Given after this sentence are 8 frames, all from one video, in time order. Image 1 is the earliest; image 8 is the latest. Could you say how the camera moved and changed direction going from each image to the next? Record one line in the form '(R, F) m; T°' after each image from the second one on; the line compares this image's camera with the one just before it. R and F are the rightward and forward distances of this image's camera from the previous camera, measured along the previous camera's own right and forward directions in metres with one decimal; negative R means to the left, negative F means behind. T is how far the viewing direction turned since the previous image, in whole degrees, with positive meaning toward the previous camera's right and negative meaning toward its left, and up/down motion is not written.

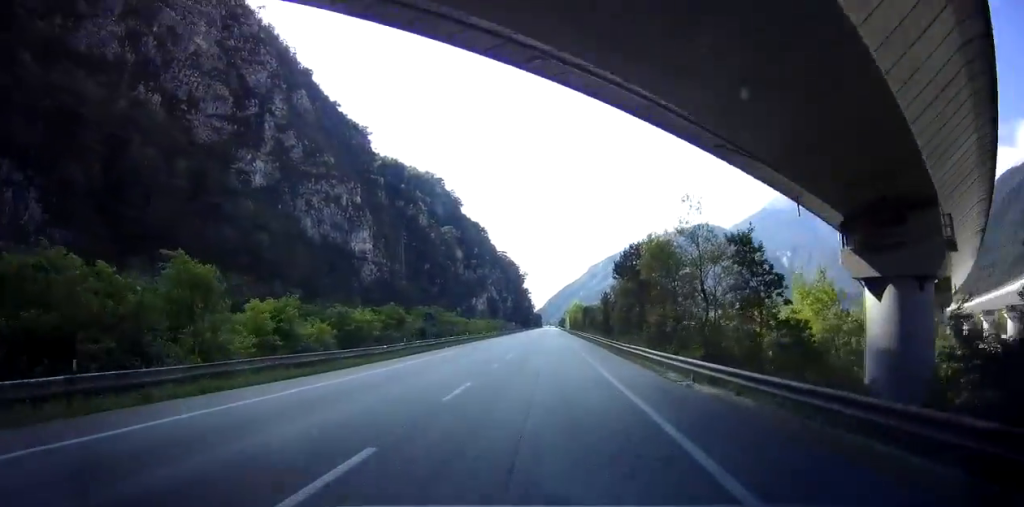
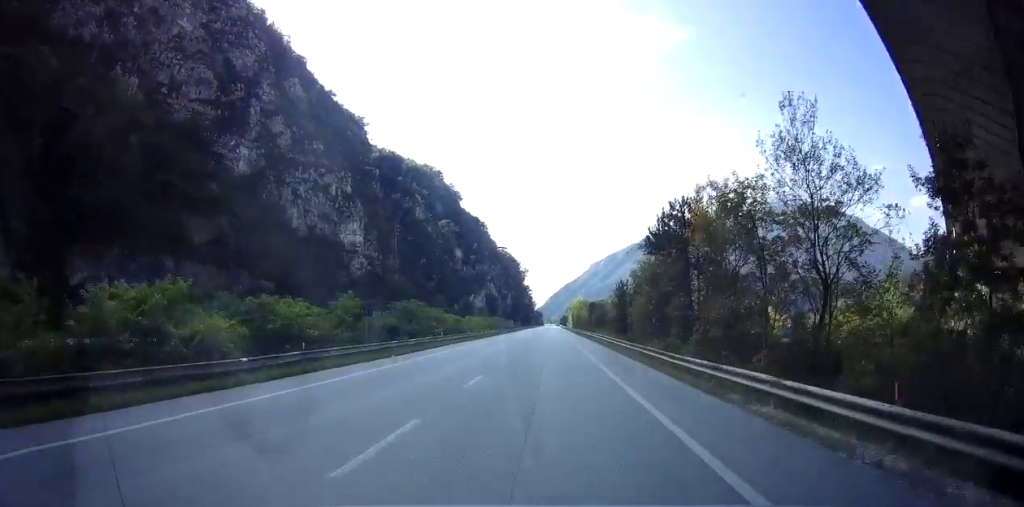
(+0.1, +12.7) m; 0°
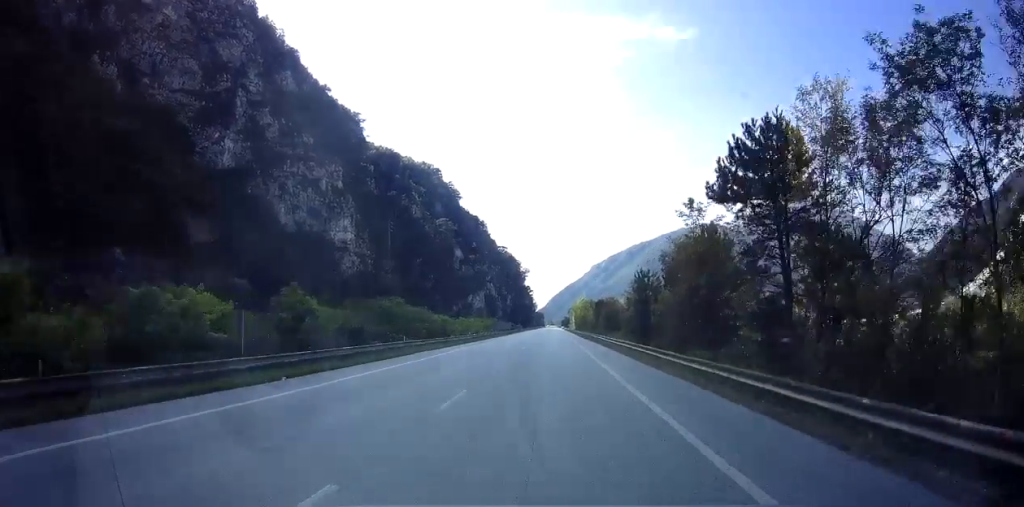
(+0.3, +10.5) m; 0°
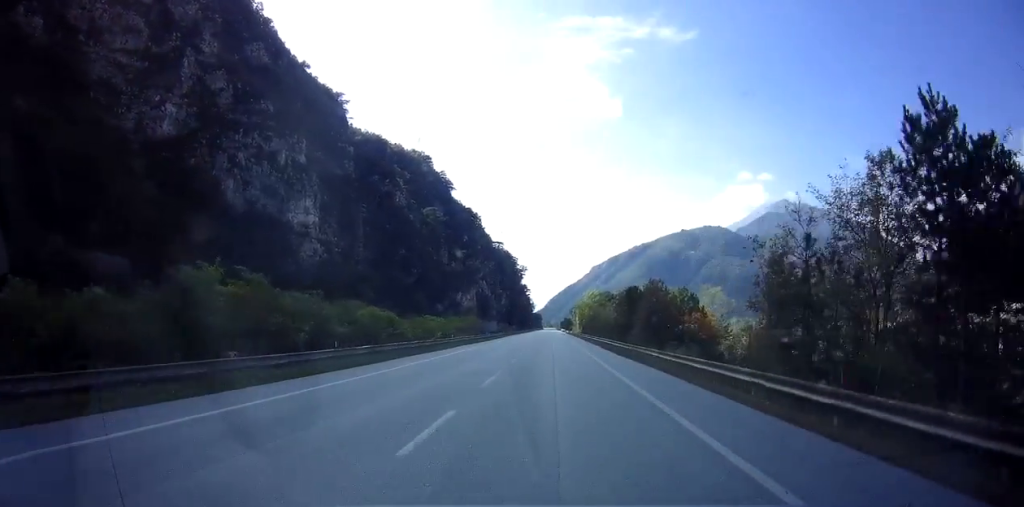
(-0.2, +32.1) m; 0°
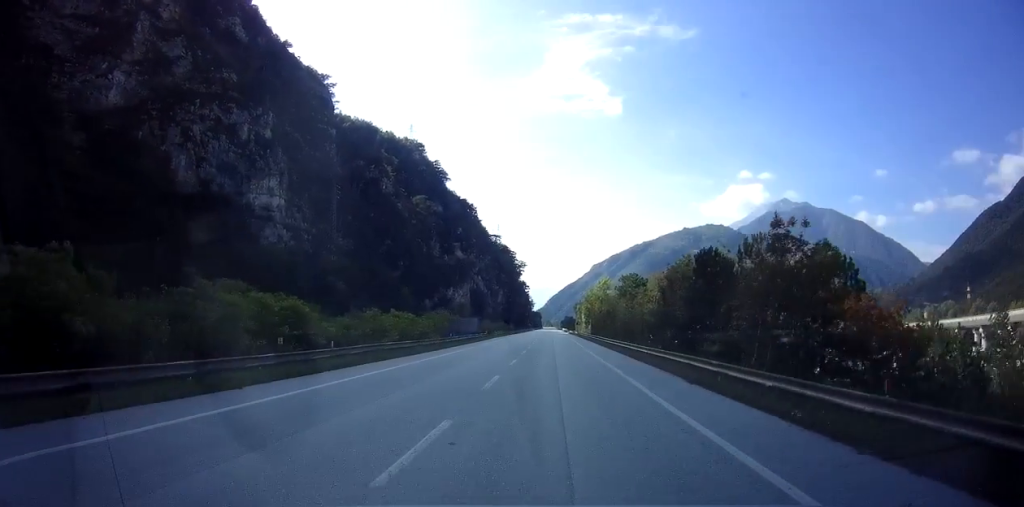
(+0.4, +24.0) m; +1°
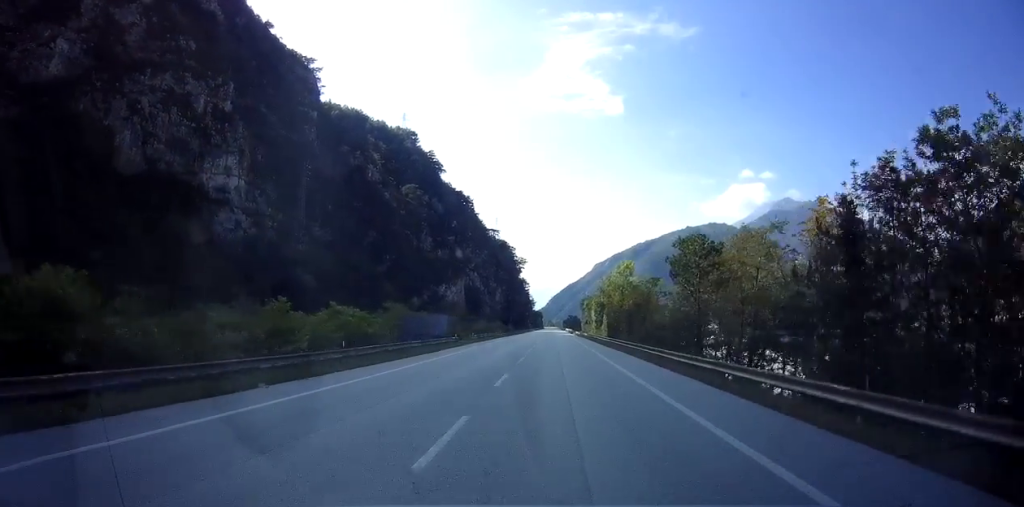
(0.0, +21.8) m; 0°
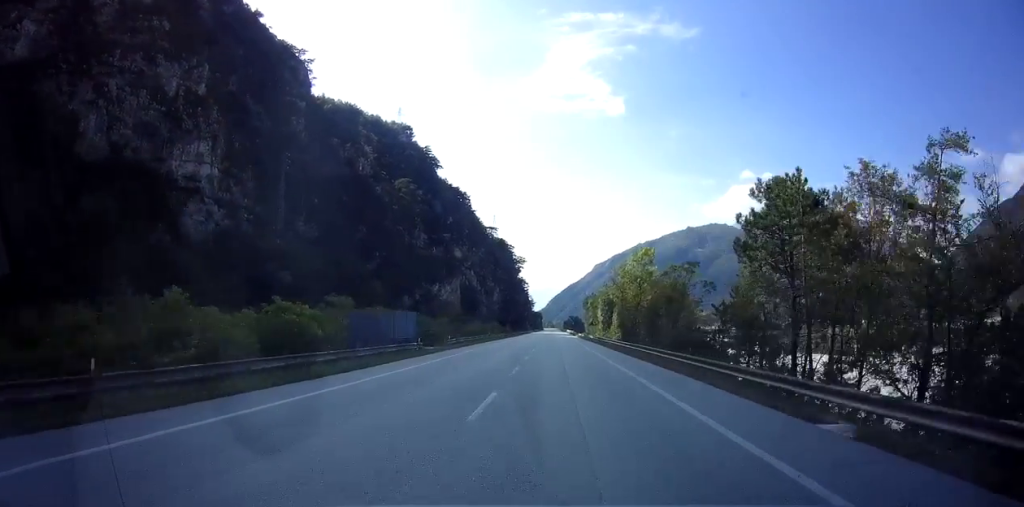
(0.0, +11.7) m; 0°
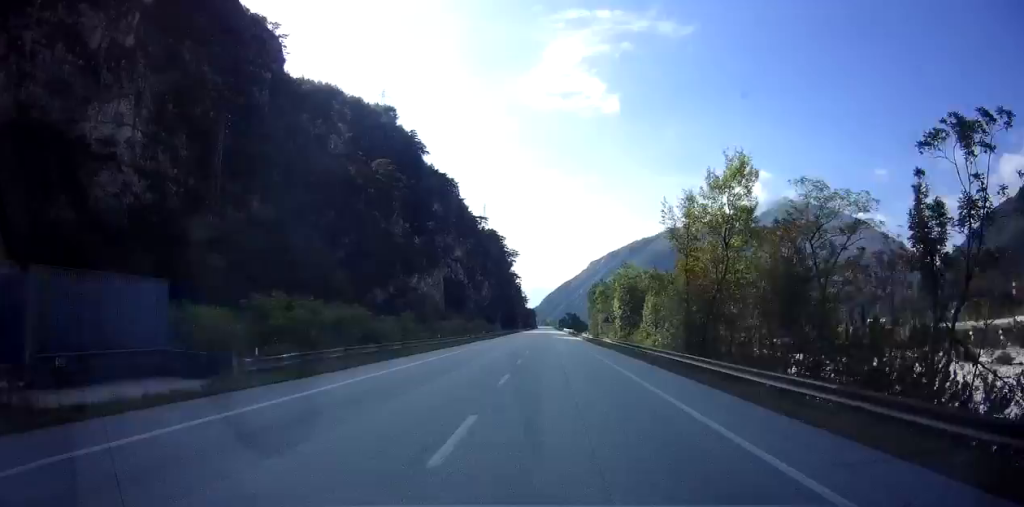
(+0.1, +25.1) m; 0°
